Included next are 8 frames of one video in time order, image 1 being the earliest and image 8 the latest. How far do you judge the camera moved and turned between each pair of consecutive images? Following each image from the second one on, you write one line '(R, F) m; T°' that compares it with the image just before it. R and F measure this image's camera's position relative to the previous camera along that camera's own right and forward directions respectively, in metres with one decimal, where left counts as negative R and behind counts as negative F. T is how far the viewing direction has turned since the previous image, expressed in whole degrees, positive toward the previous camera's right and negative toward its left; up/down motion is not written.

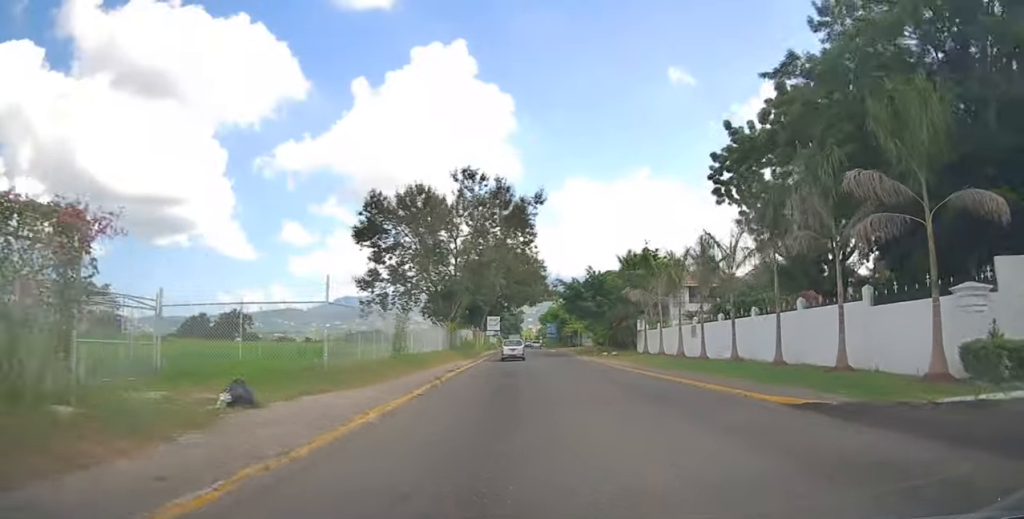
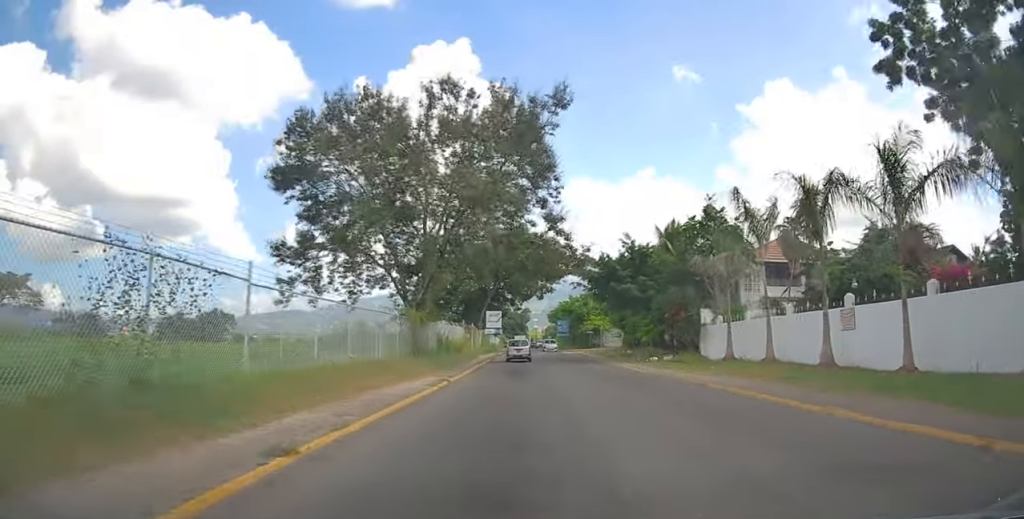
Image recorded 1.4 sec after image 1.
(+0.1, +17.0) m; +2°
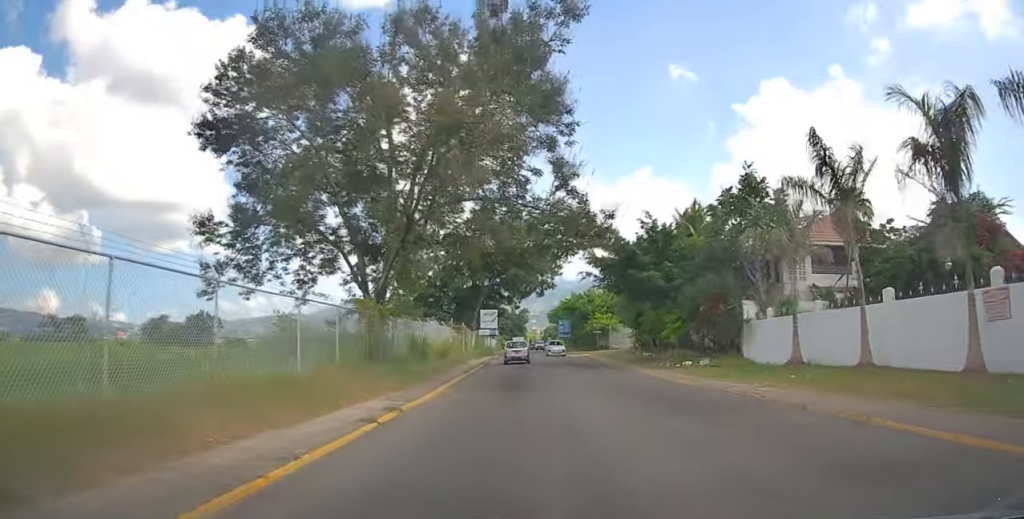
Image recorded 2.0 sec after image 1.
(+0.2, +7.4) m; 0°
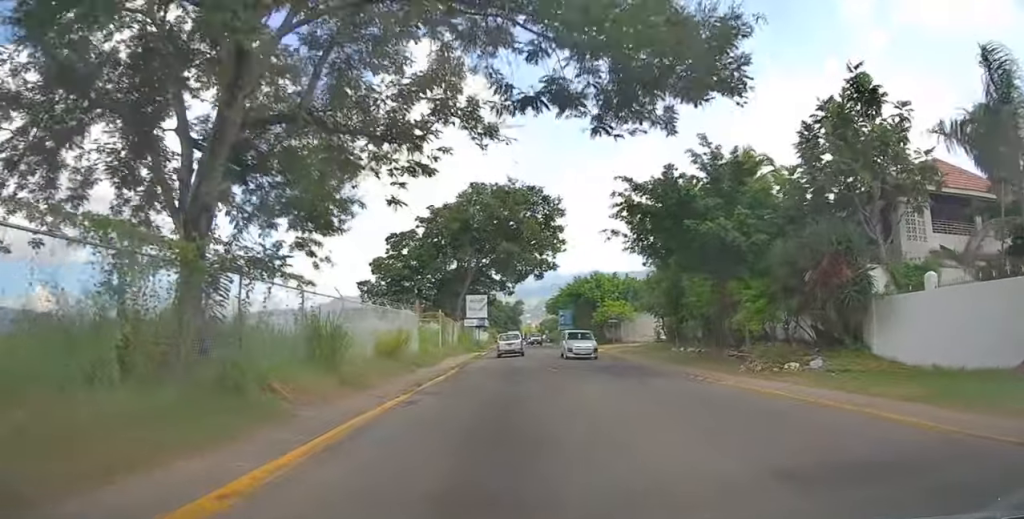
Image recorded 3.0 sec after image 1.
(-0.3, +11.7) m; -2°
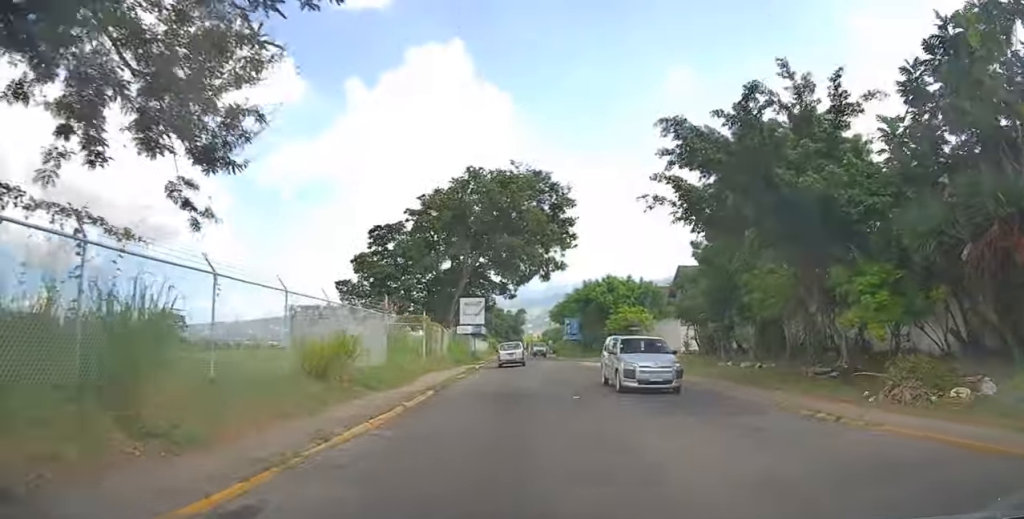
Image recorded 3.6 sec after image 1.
(0.0, +7.2) m; +1°
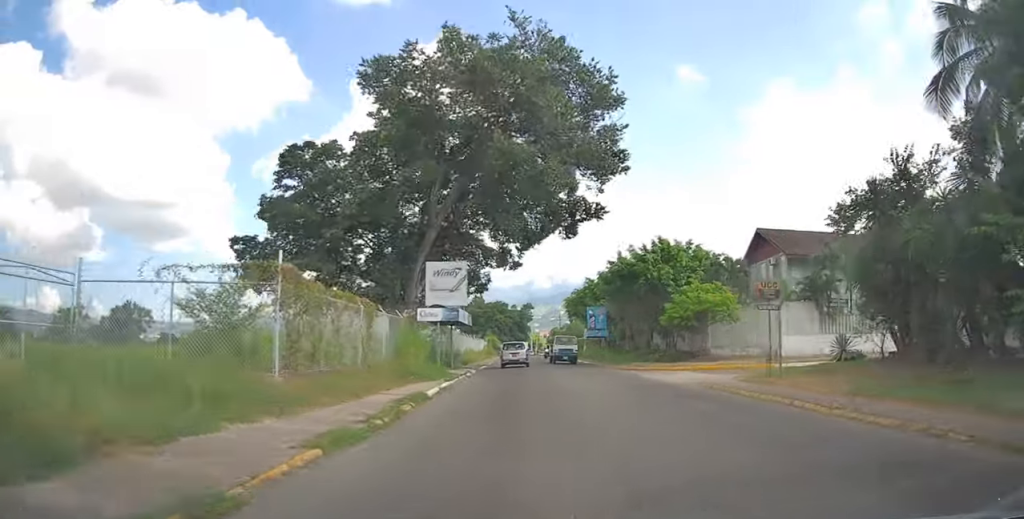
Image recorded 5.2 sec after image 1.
(+0.6, +18.8) m; 0°
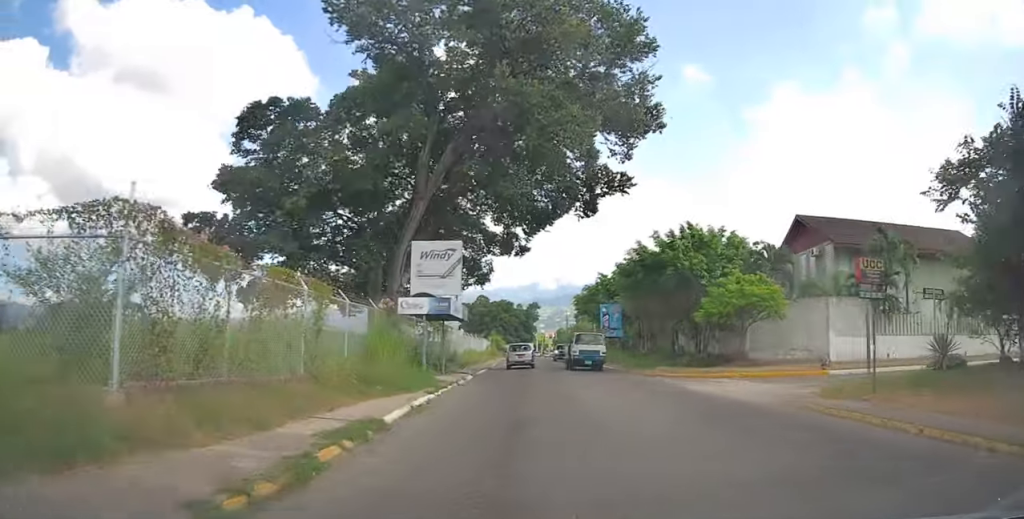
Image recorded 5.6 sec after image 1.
(-0.3, +5.3) m; -1°
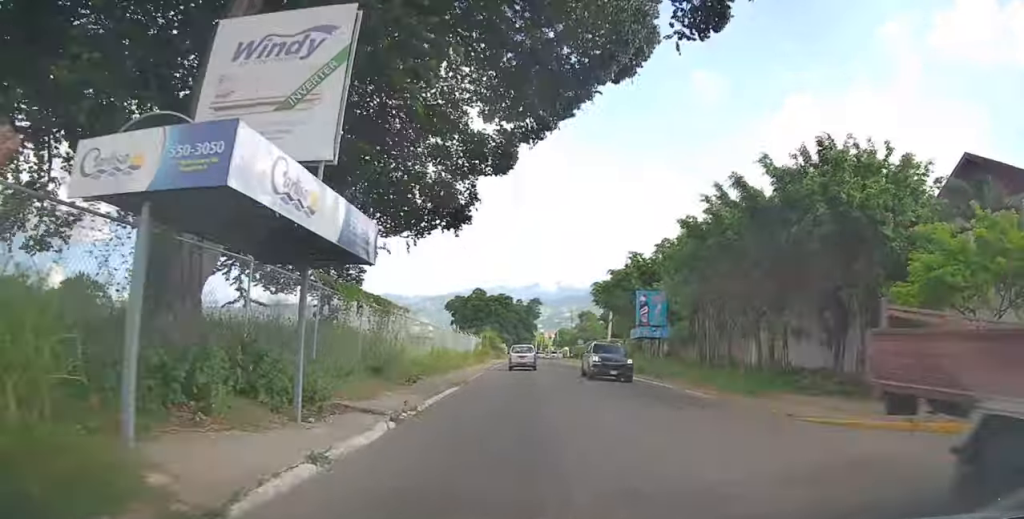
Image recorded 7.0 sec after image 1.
(-0.2, +15.2) m; +1°
